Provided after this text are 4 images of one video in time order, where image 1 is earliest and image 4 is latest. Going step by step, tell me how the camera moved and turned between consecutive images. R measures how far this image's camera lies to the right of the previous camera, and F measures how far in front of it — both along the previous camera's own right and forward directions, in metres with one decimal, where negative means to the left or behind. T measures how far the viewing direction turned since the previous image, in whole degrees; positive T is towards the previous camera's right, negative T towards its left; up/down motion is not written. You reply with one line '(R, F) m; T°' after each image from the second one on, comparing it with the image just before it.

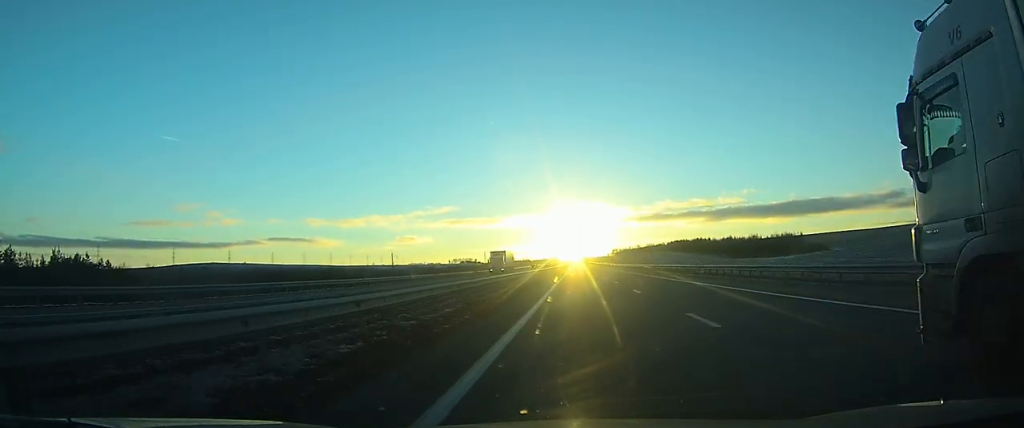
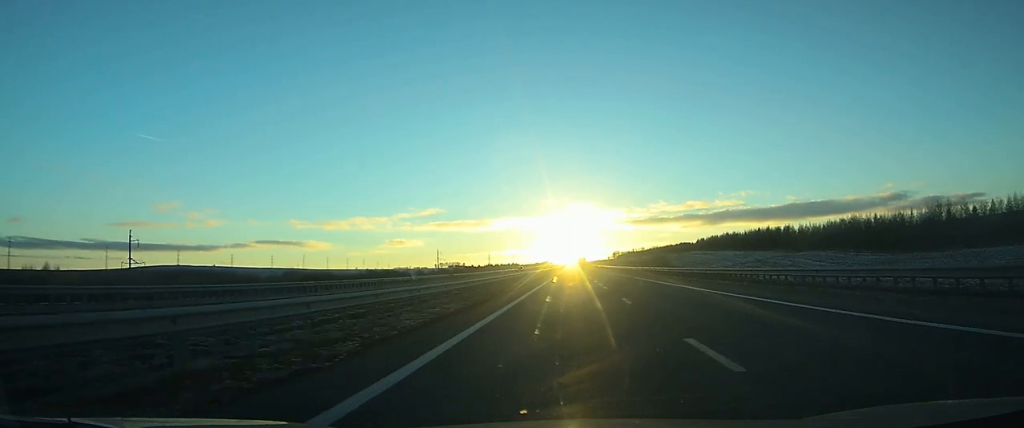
(+1.8, +156.5) m; +1°
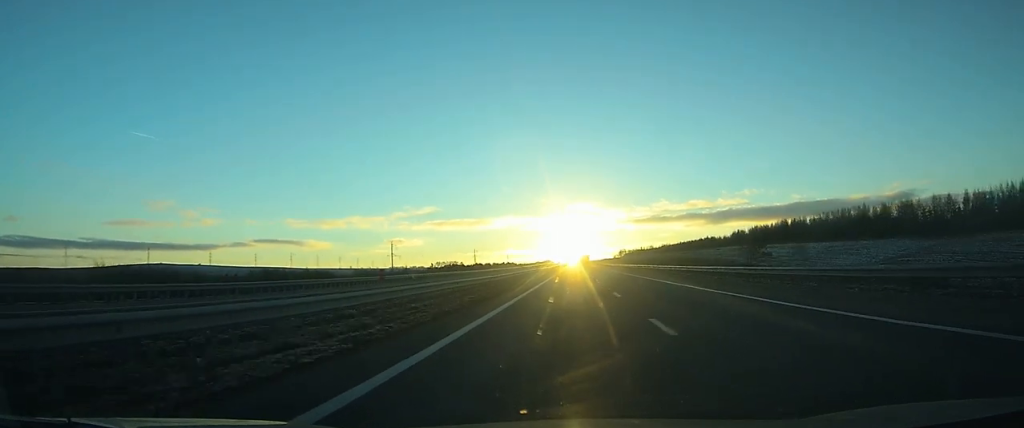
(-0.1, +94.9) m; 0°
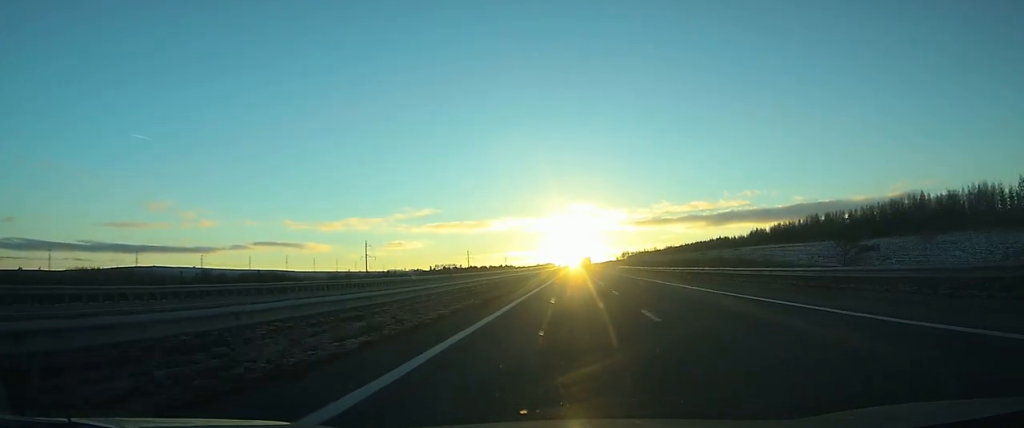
(0.0, +33.1) m; 0°
